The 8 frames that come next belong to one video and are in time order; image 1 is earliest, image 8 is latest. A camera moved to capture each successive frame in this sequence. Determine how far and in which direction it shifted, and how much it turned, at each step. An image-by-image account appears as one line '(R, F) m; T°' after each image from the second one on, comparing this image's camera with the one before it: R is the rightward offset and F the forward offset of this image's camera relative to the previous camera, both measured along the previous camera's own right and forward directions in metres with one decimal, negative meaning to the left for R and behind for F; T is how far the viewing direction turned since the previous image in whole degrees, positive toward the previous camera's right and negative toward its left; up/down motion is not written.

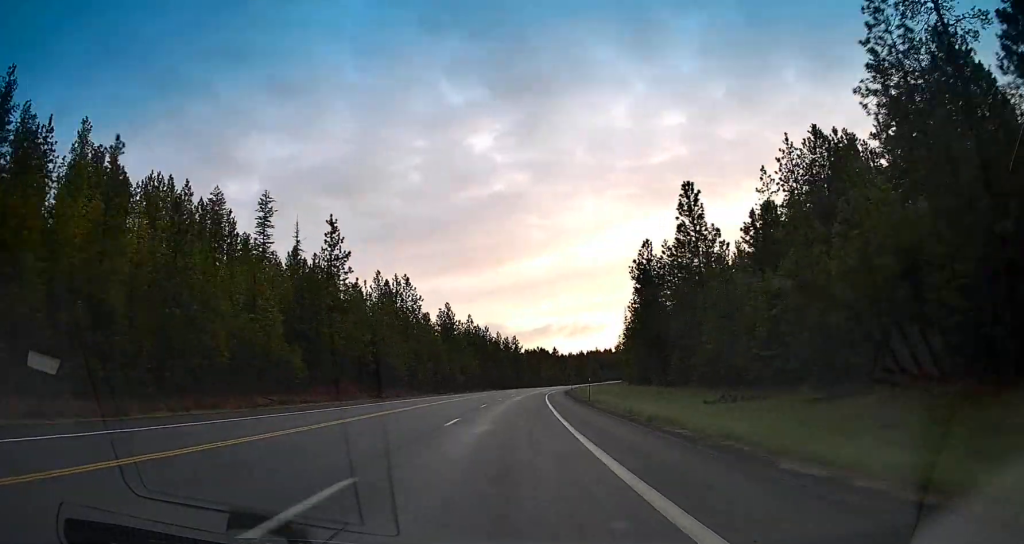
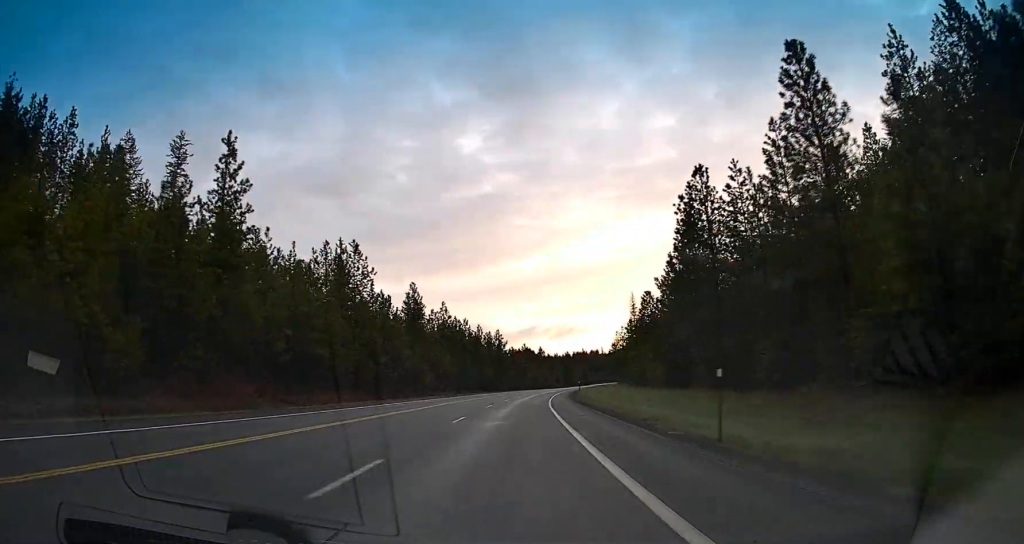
(-0.2, +30.3) m; +1°
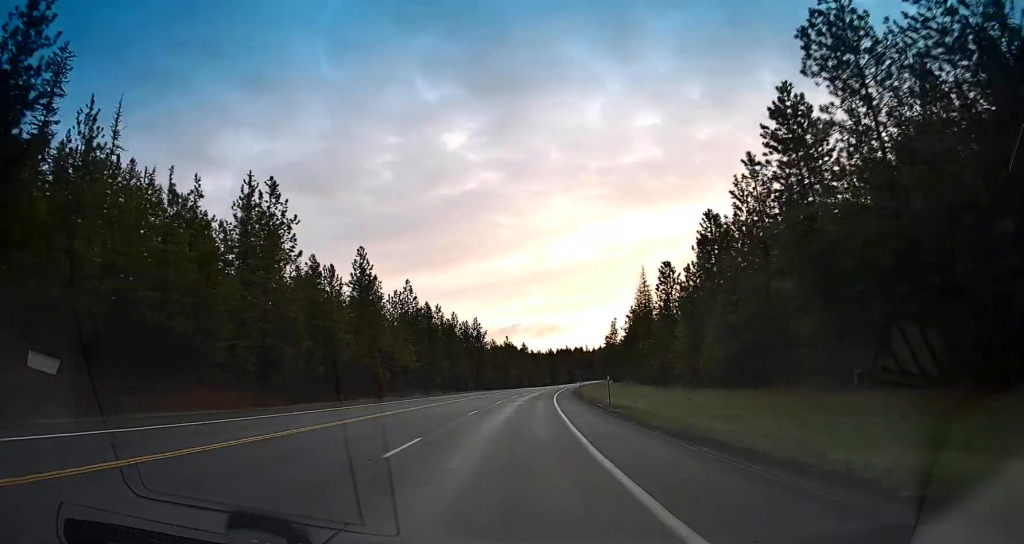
(+0.8, +27.4) m; +2°
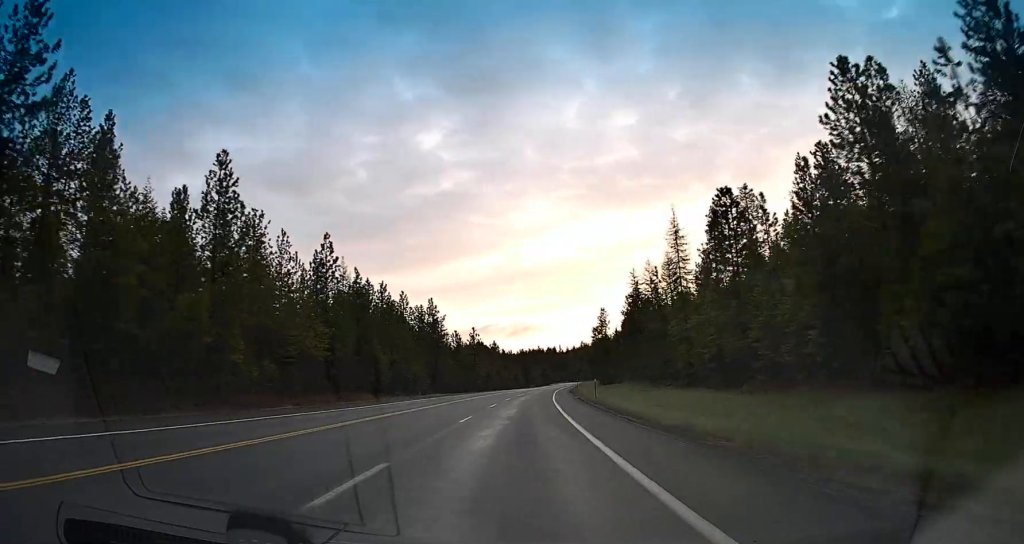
(+0.6, +36.7) m; +2°
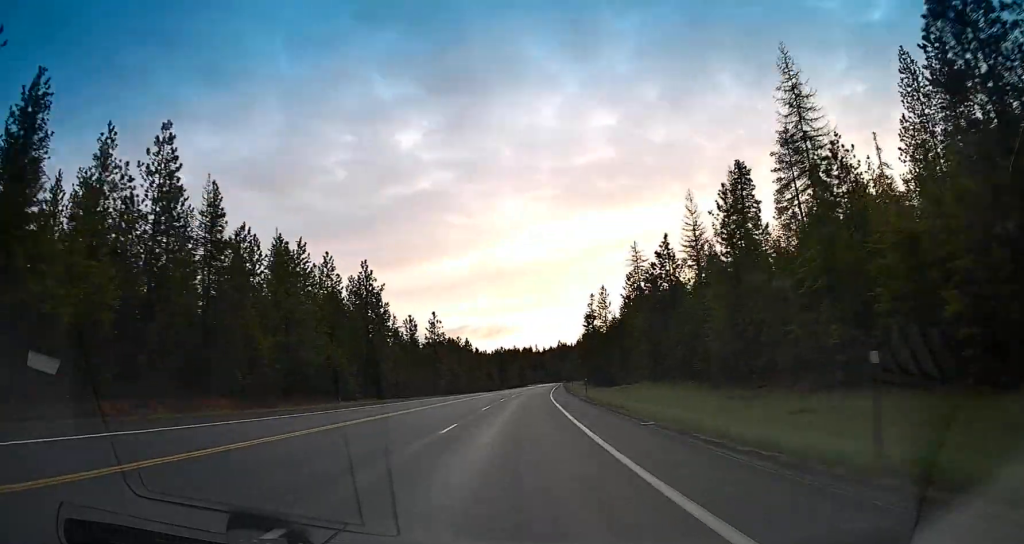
(+0.9, +35.9) m; +2°
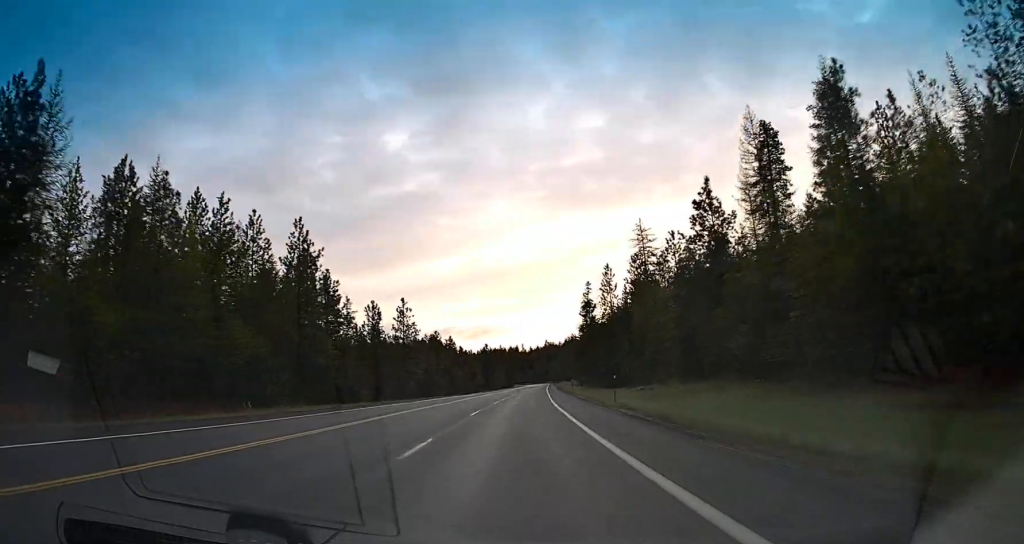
(+0.2, +21.0) m; +1°
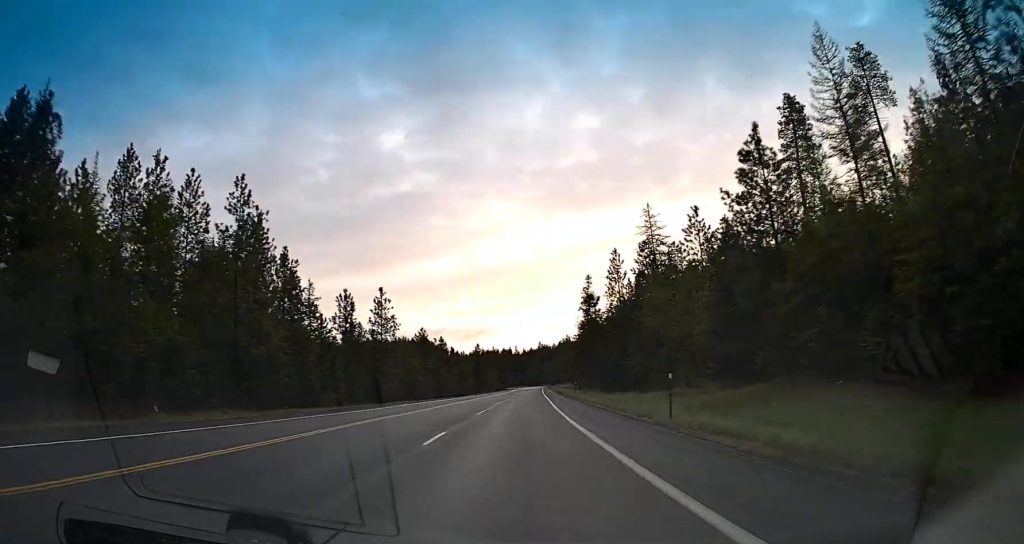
(0.0, +12.7) m; 0°
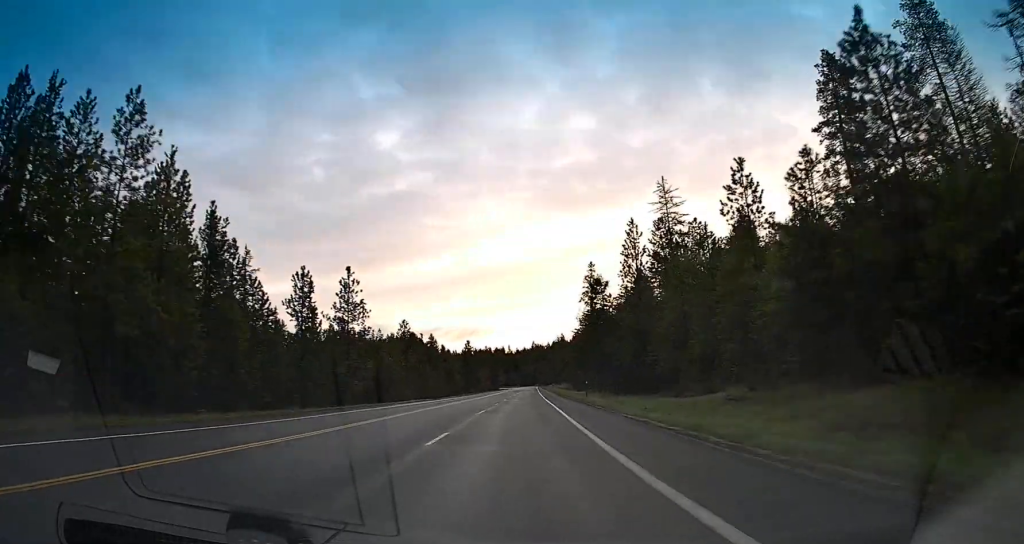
(+0.1, +15.5) m; +1°
